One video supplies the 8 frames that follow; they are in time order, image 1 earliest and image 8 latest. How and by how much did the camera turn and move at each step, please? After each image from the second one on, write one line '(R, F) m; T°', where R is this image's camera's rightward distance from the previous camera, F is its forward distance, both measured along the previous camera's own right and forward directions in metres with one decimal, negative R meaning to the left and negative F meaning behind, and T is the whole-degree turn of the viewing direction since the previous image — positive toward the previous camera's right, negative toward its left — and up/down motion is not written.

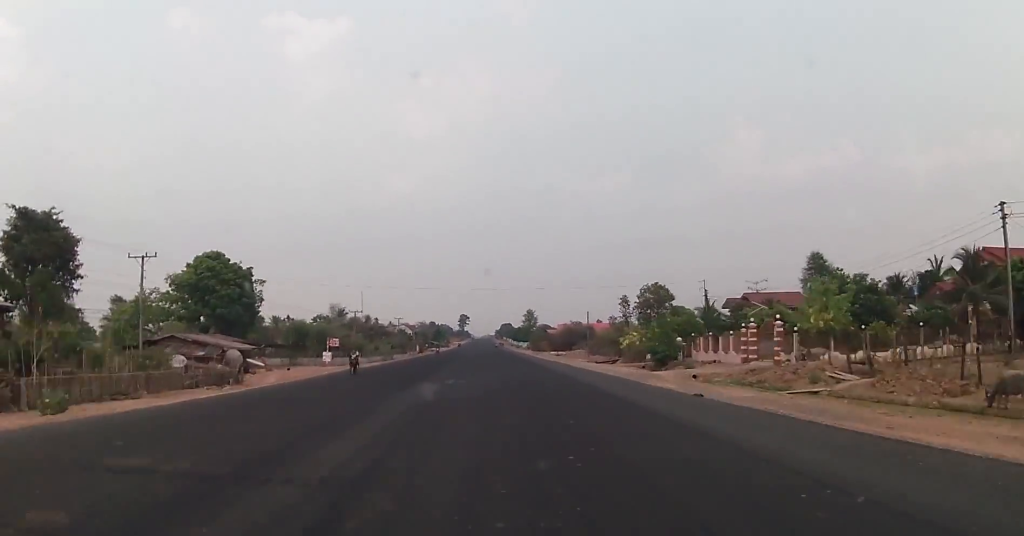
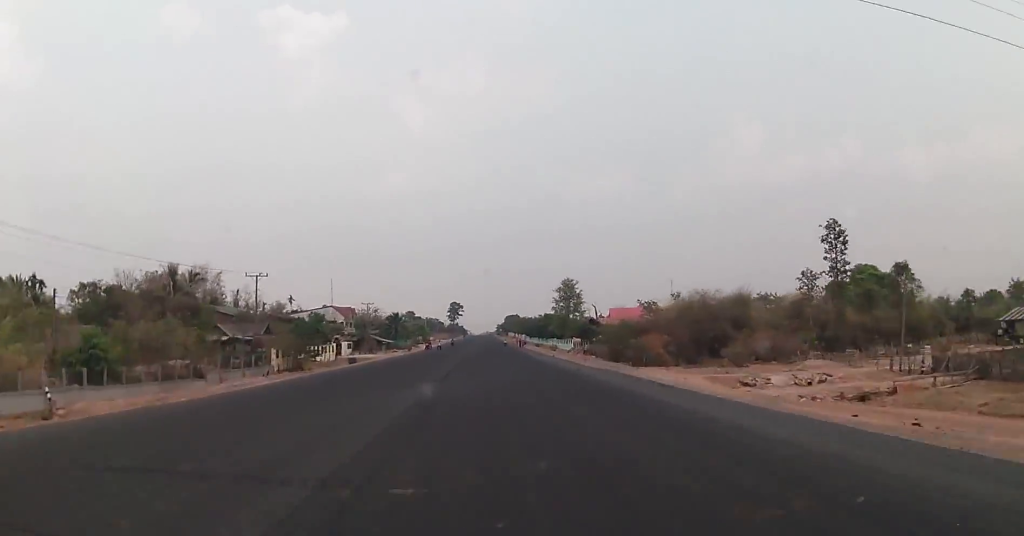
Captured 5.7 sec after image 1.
(+0.1, +136.3) m; 0°
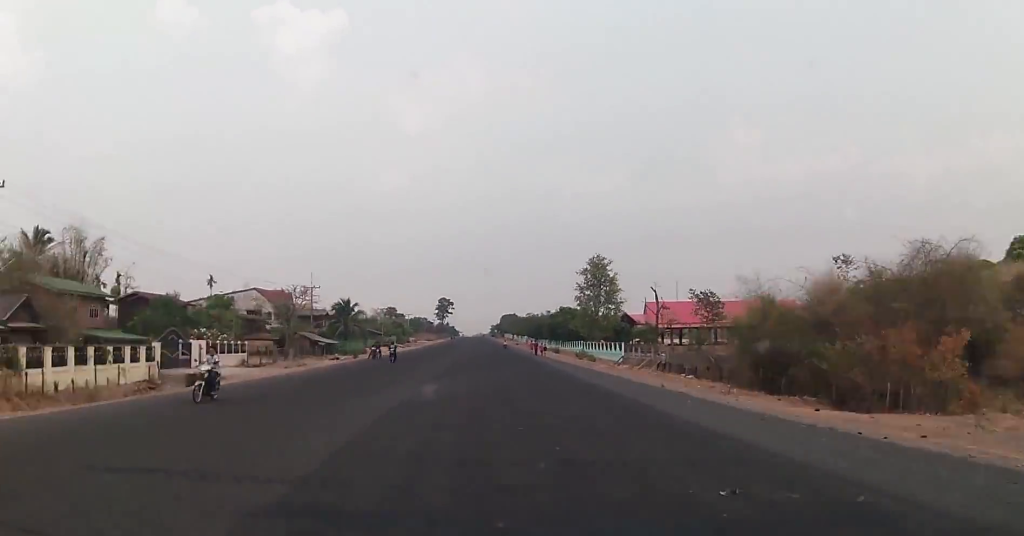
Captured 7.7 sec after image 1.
(0.0, +48.3) m; 0°
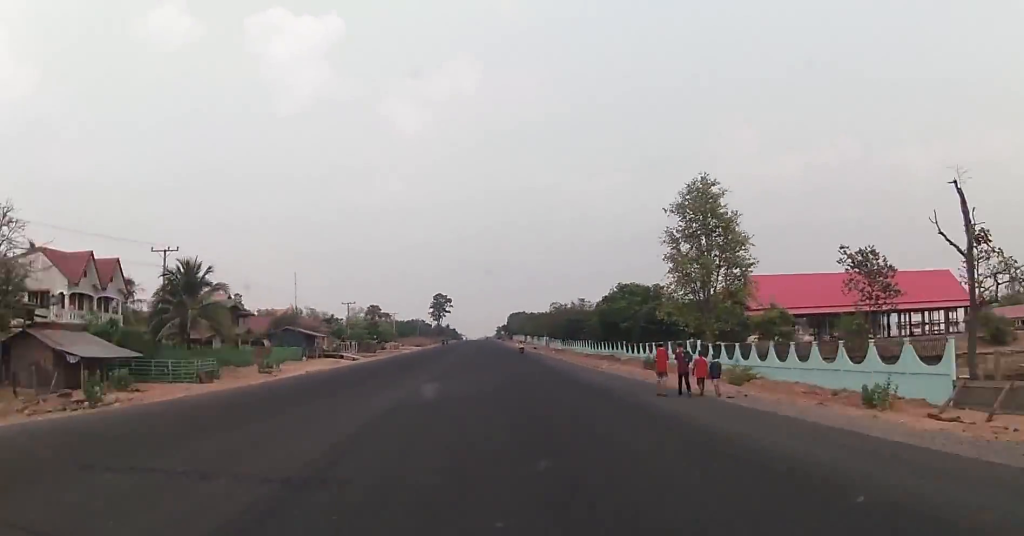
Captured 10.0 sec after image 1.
(0.0, +54.9) m; 0°
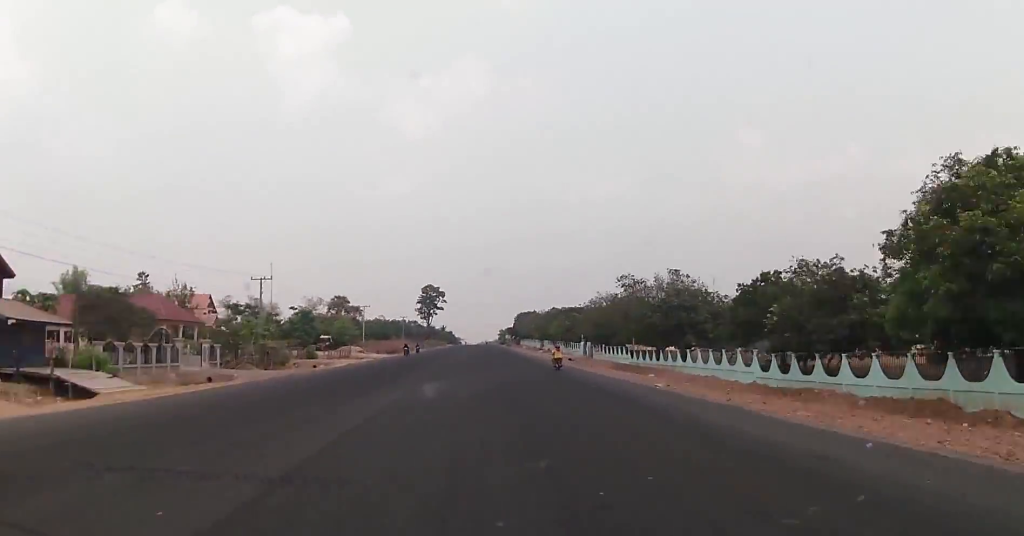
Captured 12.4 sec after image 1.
(0.0, +58.3) m; 0°
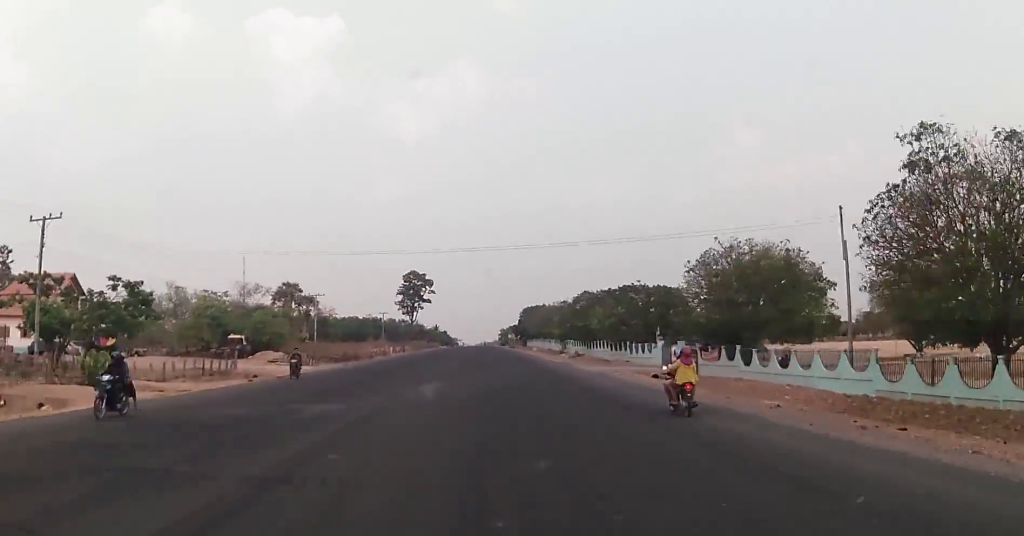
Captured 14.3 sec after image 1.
(0.0, +45.3) m; 0°
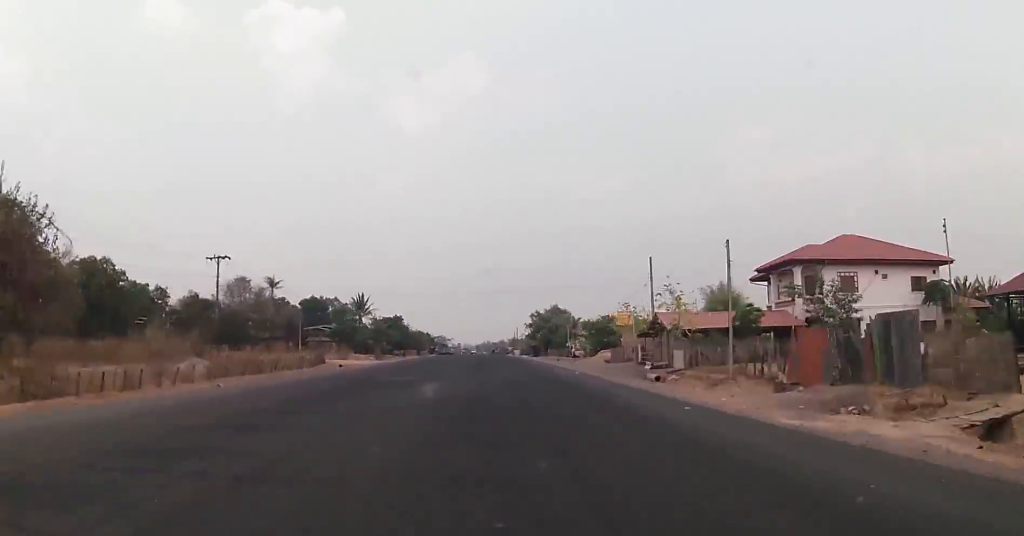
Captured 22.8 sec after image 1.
(-0.2, +205.6) m; 0°
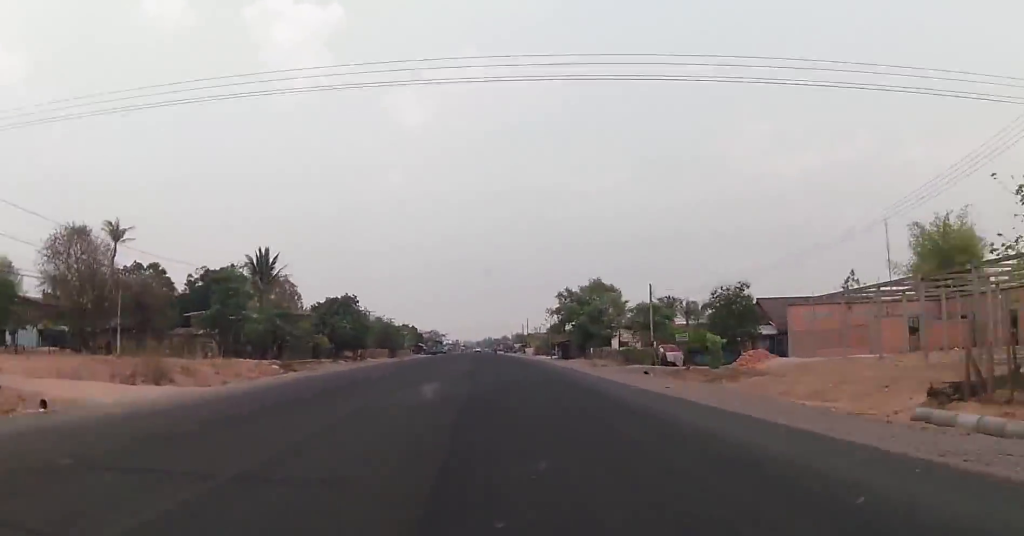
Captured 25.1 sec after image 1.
(-0.2, +53.4) m; 0°
